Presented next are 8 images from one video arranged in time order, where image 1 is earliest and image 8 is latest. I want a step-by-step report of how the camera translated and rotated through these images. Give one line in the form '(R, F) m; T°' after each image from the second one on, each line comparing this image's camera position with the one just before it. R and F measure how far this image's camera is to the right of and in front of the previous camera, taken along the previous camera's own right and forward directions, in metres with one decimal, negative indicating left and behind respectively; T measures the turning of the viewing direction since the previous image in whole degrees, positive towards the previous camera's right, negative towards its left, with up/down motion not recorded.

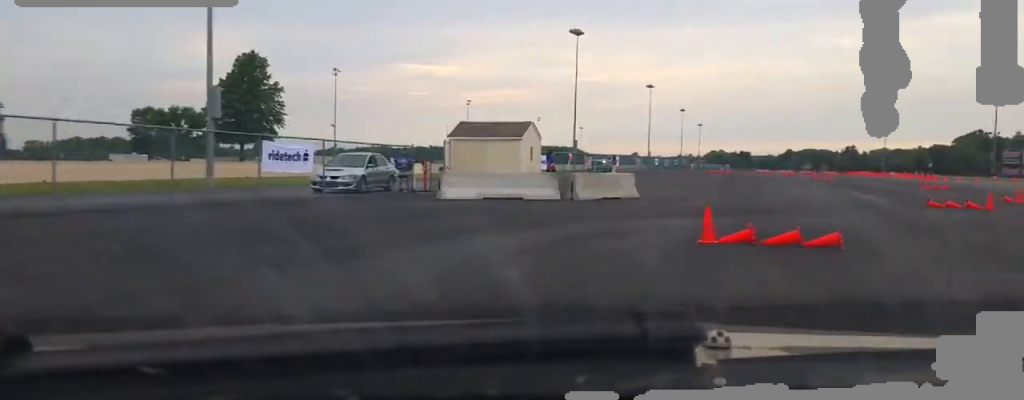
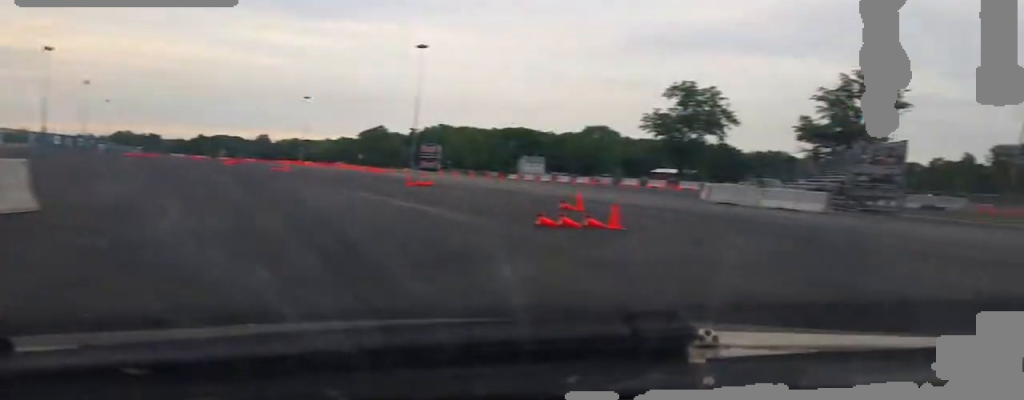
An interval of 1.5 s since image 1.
(+1.4, +15.7) m; +35°
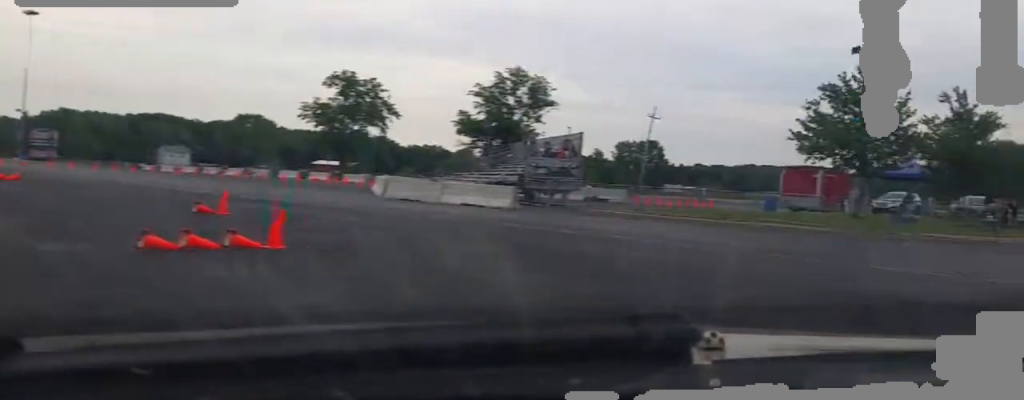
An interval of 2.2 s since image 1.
(+2.9, +6.1) m; +16°
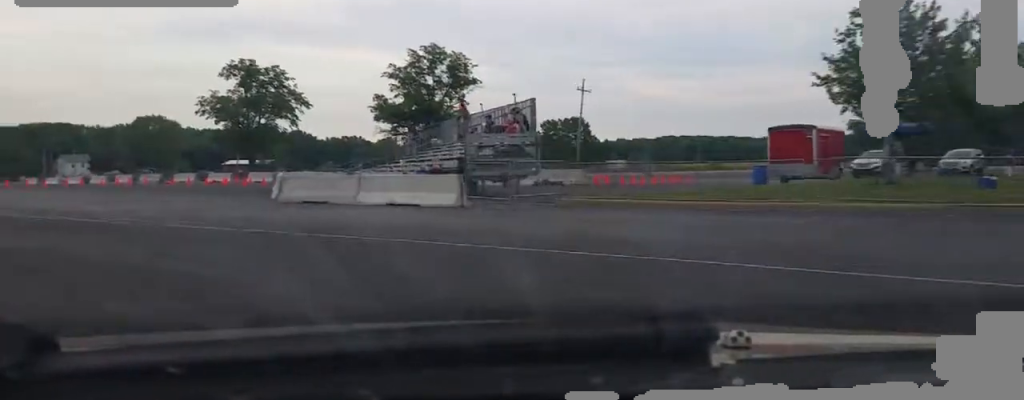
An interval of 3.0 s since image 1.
(+1.5, +9.2) m; 0°
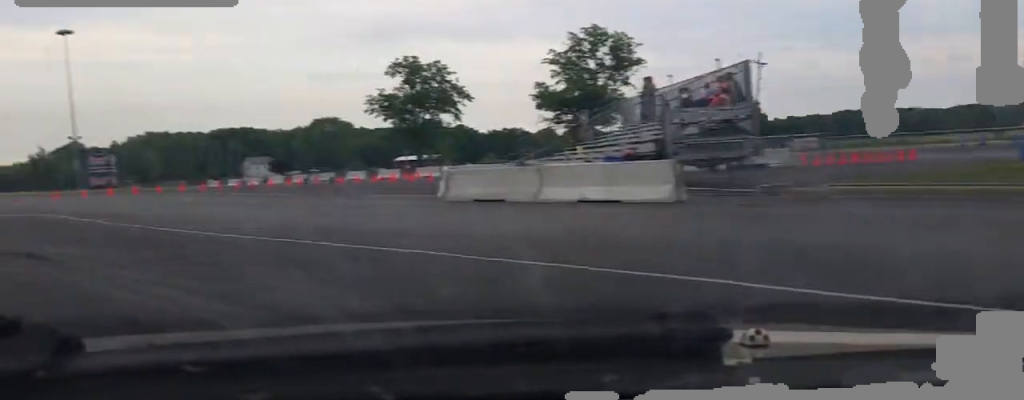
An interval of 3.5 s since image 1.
(0.0, +5.3) m; -10°
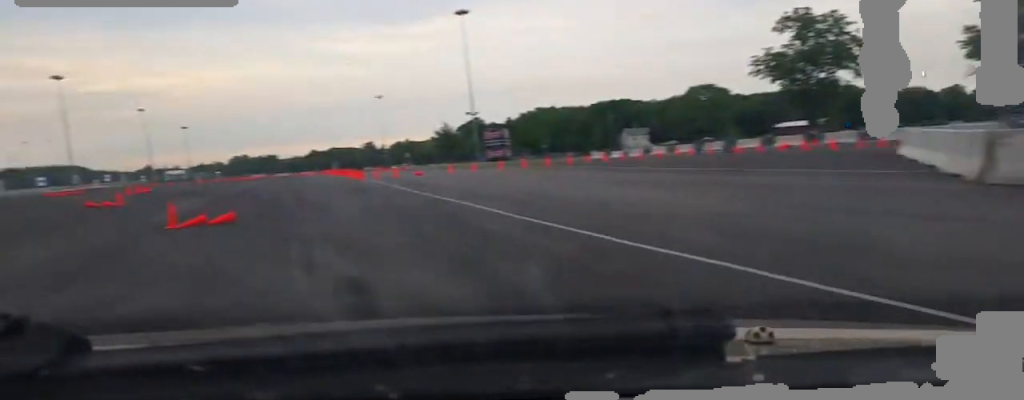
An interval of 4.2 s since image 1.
(-1.3, +7.0) m; -19°
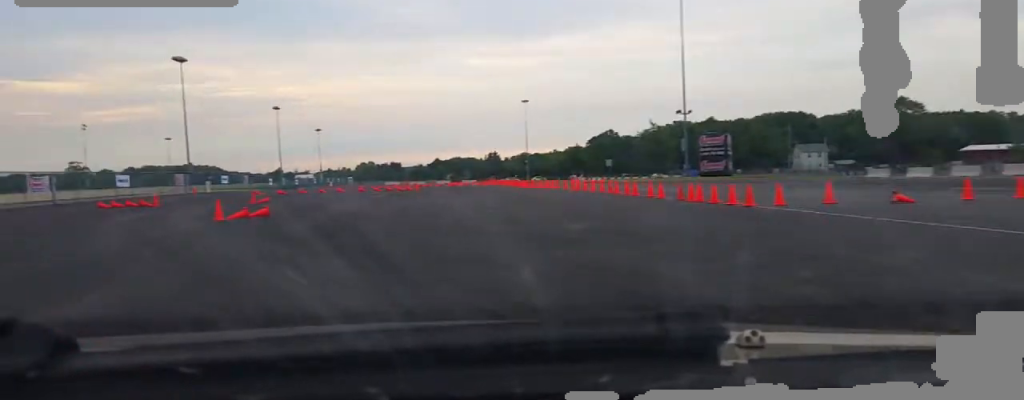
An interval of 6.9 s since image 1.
(-7.1, +30.6) m; -12°
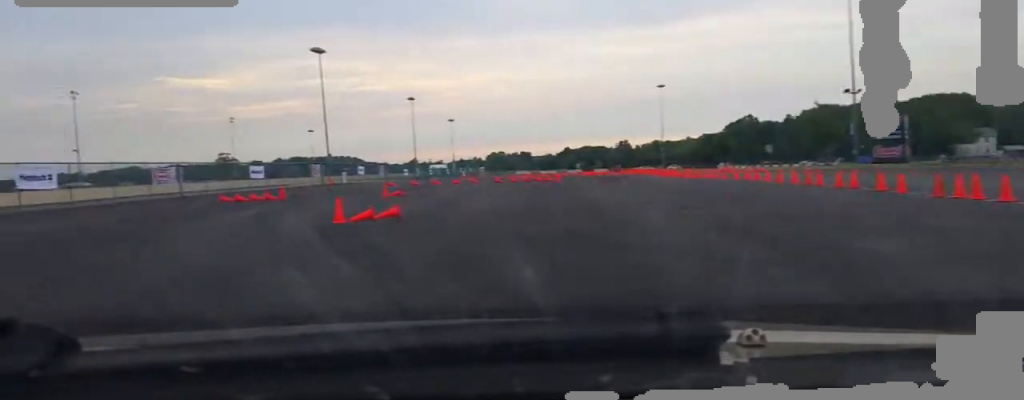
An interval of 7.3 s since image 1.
(-0.3, +5.2) m; -4°
